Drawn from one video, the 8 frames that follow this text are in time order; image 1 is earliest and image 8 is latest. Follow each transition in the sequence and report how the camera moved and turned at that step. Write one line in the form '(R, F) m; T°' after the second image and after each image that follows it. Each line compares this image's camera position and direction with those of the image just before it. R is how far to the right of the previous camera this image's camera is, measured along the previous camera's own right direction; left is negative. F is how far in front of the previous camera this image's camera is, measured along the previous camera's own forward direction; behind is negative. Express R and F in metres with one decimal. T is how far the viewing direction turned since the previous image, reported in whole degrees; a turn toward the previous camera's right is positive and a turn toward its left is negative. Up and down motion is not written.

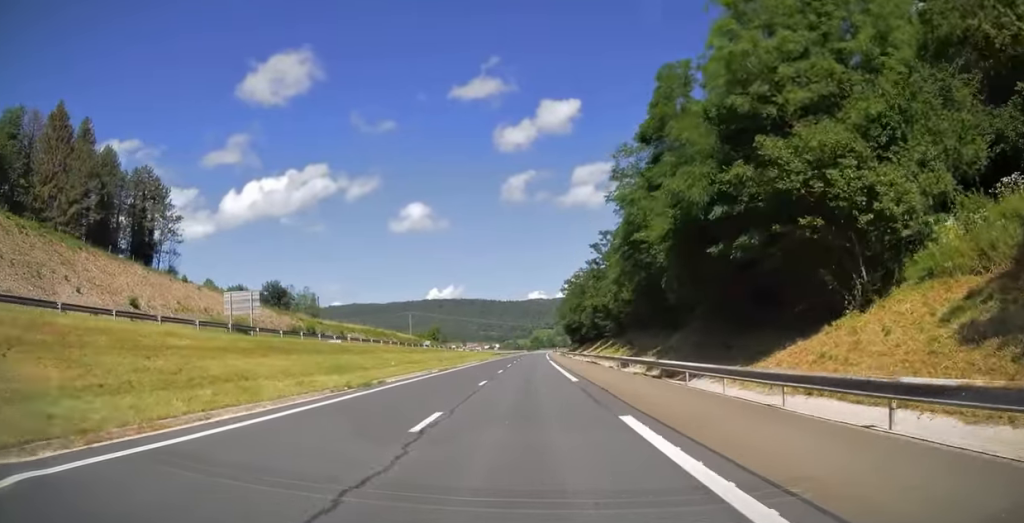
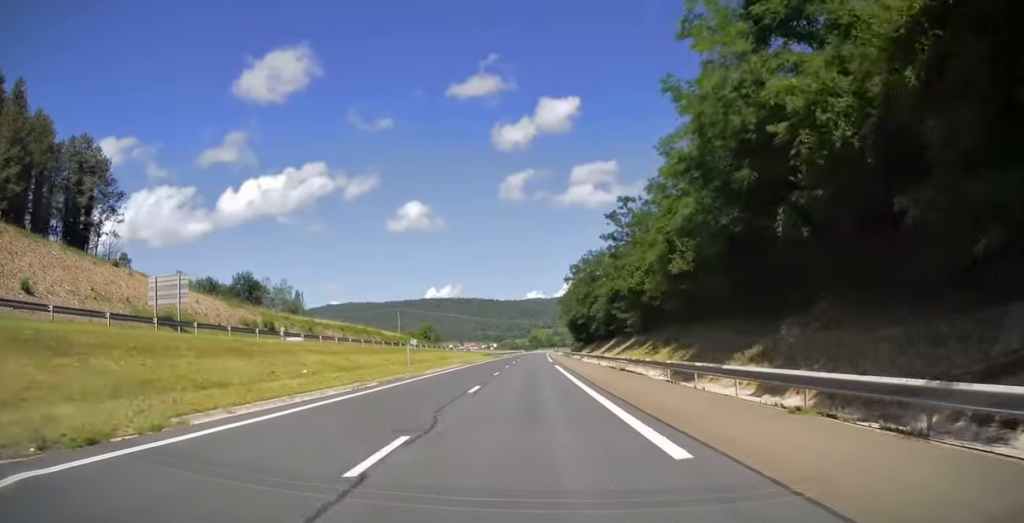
(+0.1, +16.9) m; 0°
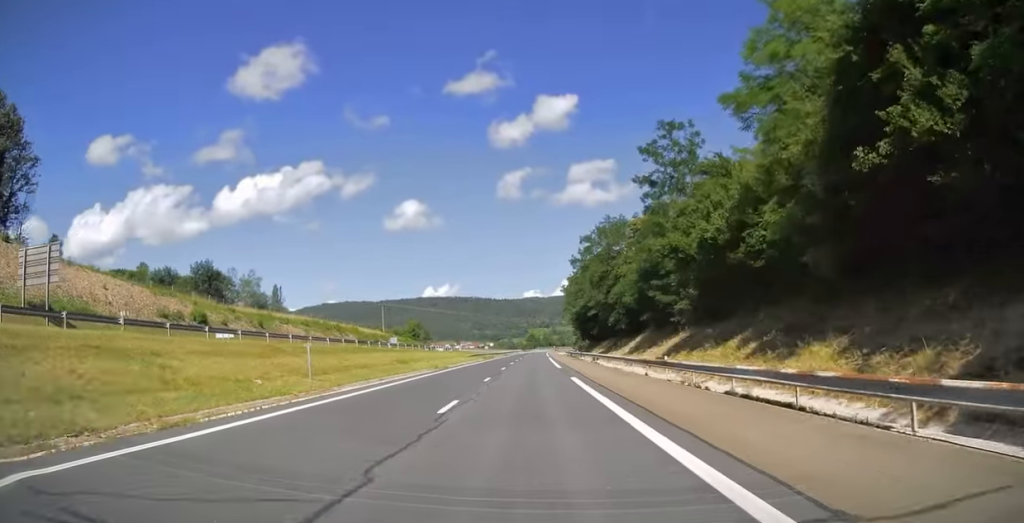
(+0.2, +19.5) m; +1°
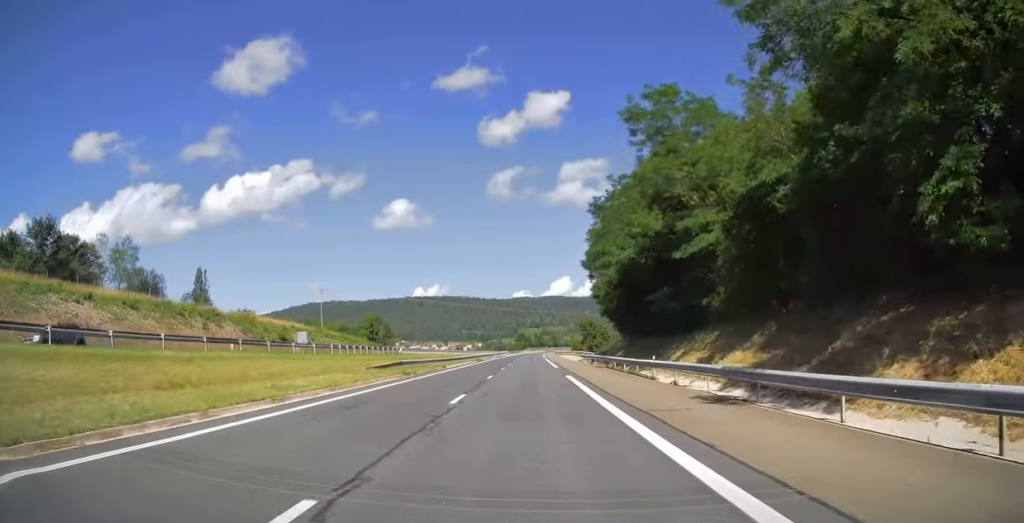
(+0.1, +49.7) m; 0°
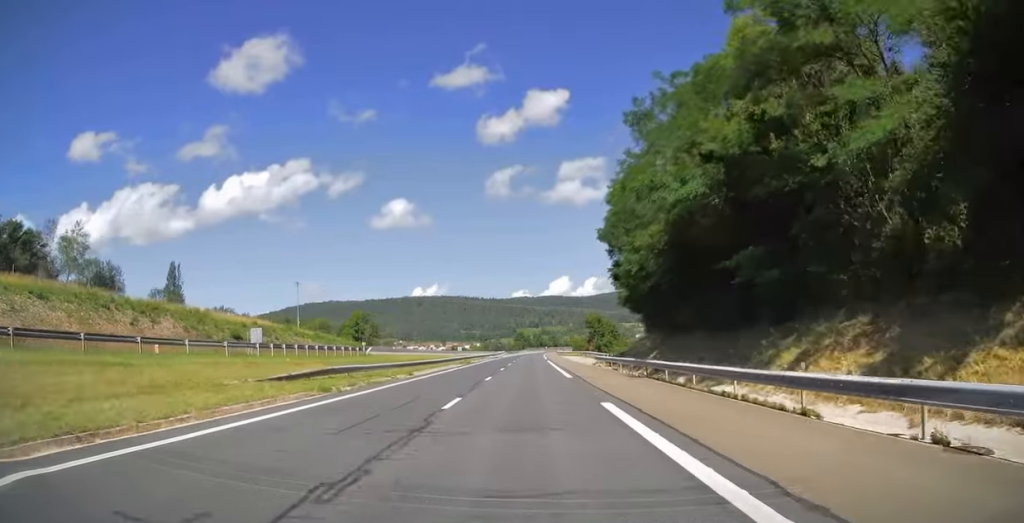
(0.0, +14.4) m; 0°
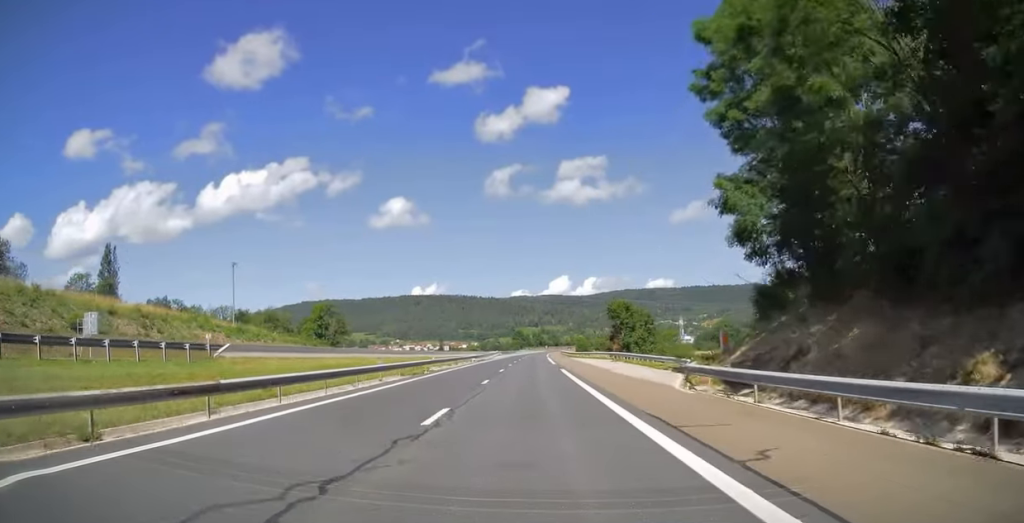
(0.0, +29.4) m; 0°
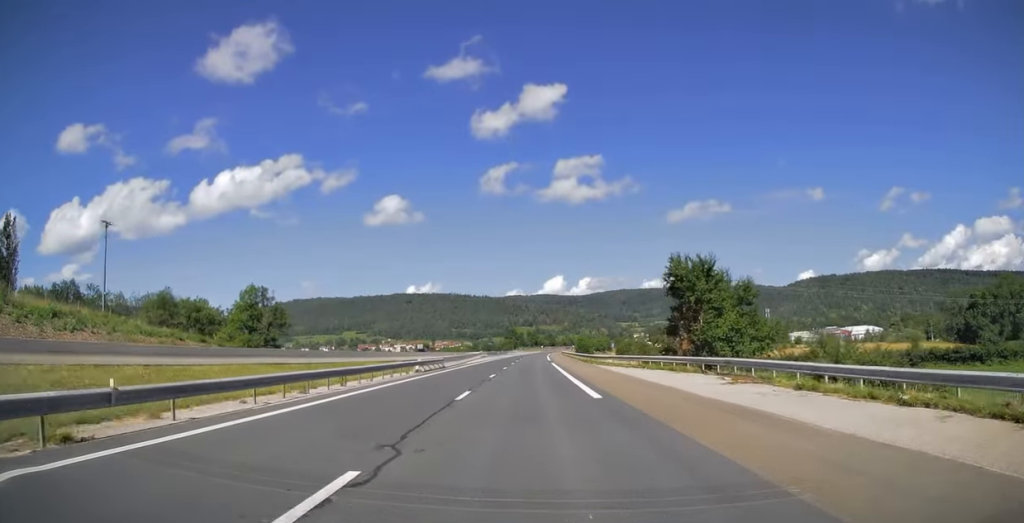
(0.0, +33.5) m; +1°
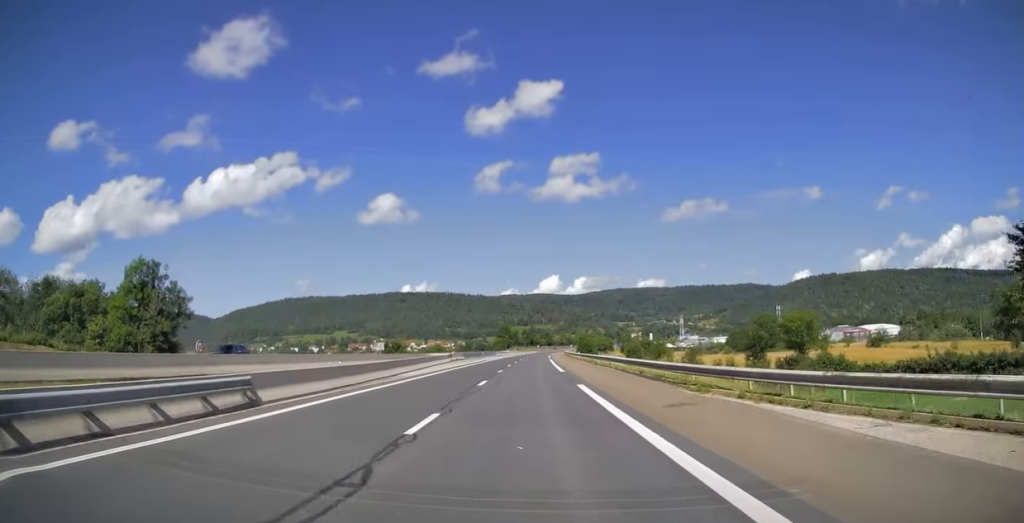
(+0.5, +33.0) m; +1°
